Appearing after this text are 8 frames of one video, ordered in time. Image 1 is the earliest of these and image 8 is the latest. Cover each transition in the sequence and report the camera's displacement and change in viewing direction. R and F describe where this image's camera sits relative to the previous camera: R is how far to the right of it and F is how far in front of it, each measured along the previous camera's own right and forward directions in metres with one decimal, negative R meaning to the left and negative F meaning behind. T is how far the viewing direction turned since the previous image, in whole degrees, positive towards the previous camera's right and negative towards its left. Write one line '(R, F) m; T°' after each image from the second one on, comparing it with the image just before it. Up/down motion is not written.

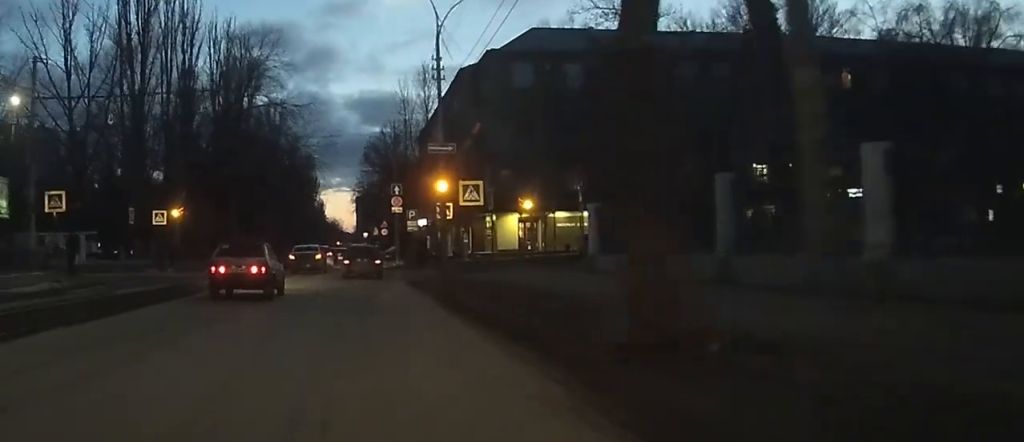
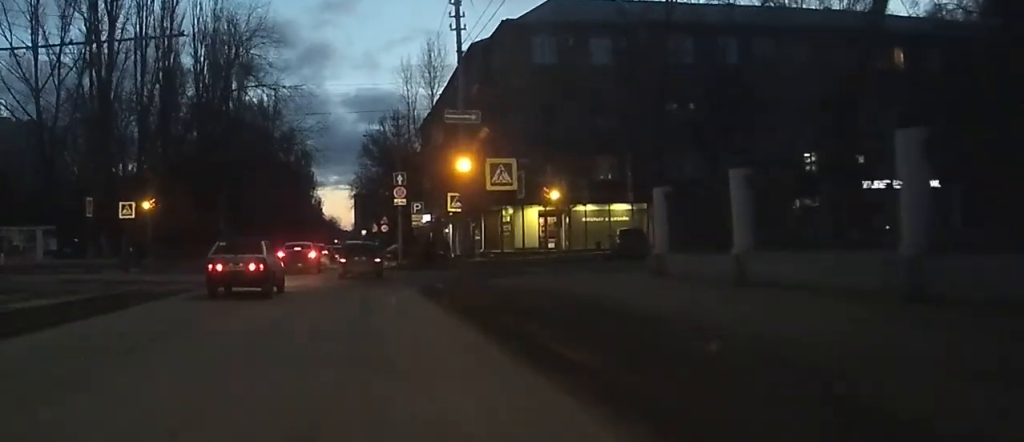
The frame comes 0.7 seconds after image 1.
(0.0, +8.3) m; 0°
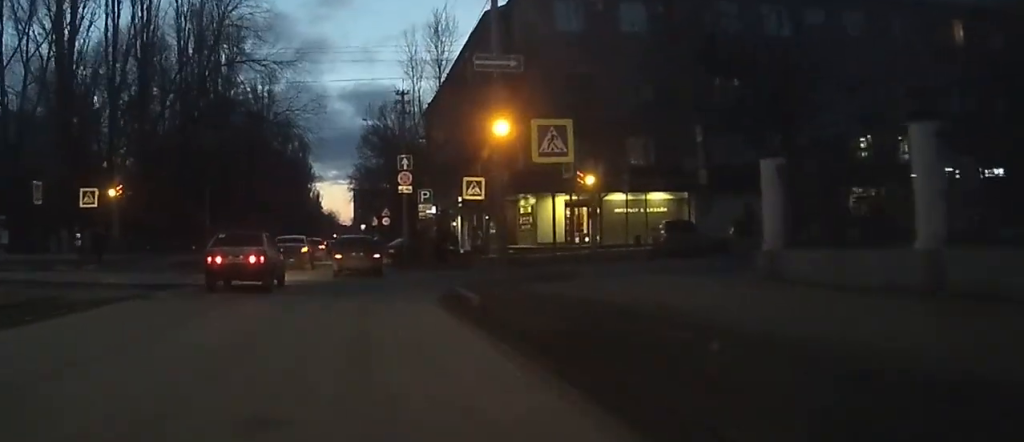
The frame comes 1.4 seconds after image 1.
(-0.1, +8.1) m; 0°
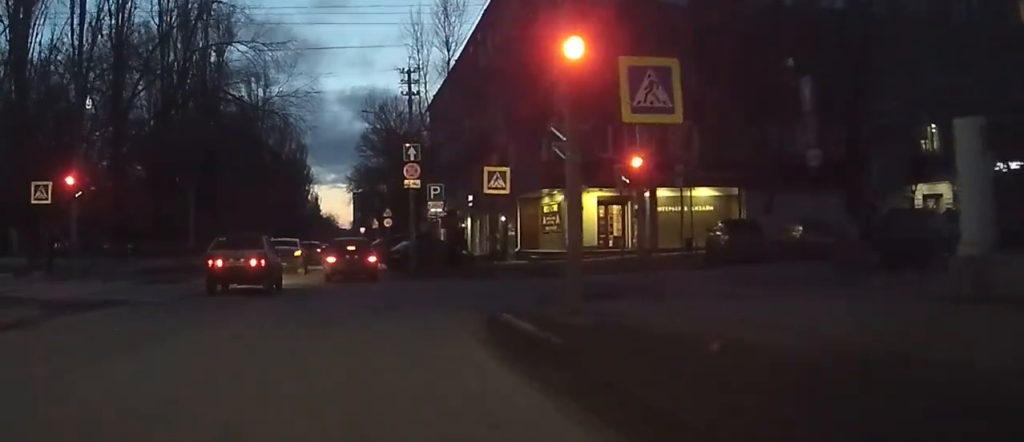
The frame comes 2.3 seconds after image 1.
(+0.1, +8.3) m; -1°
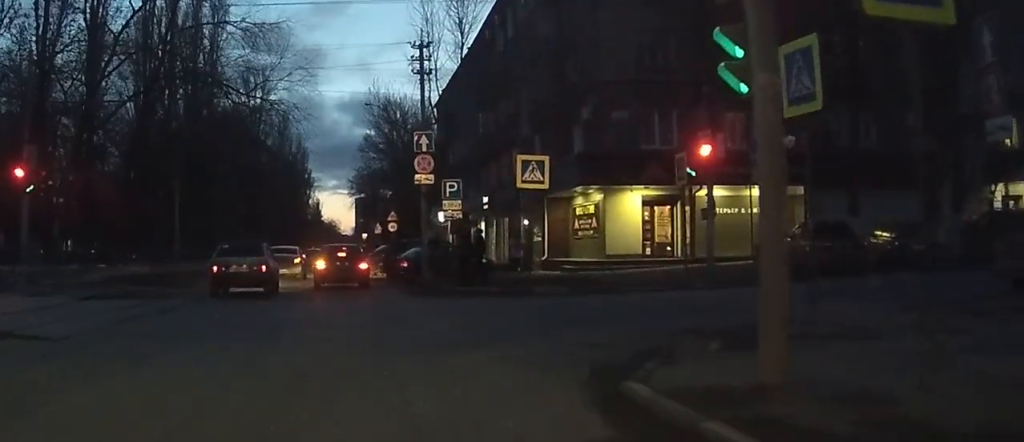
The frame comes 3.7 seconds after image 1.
(-0.2, +10.2) m; -1°
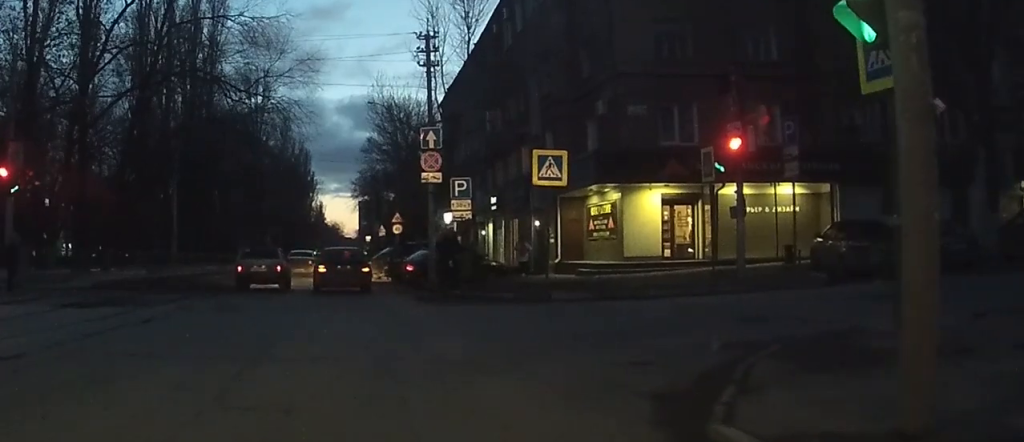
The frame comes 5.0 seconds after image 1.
(+0.2, +5.9) m; 0°
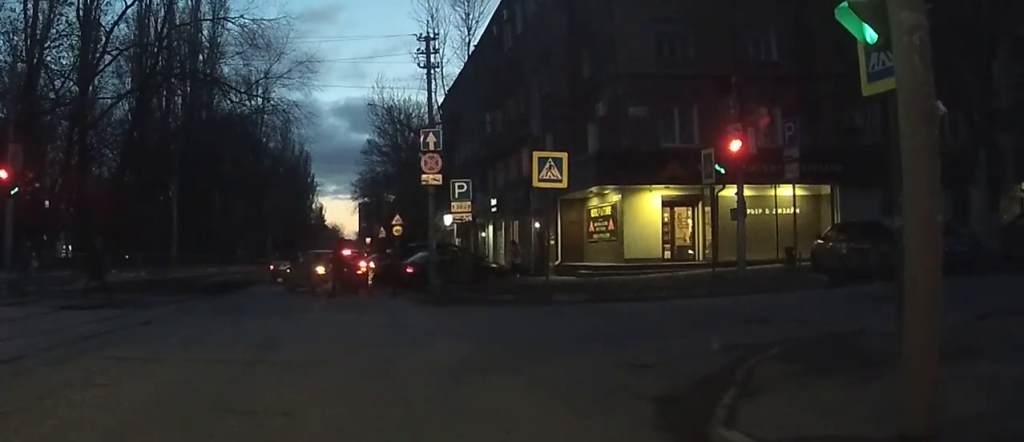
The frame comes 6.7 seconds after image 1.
(-0.2, +3.5) m; -2°
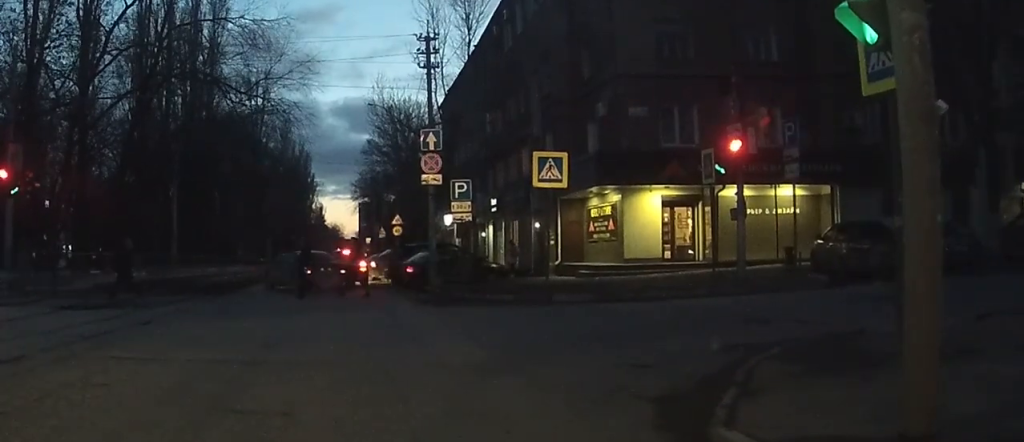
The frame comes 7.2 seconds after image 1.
(0.0, +0.4) m; 0°
